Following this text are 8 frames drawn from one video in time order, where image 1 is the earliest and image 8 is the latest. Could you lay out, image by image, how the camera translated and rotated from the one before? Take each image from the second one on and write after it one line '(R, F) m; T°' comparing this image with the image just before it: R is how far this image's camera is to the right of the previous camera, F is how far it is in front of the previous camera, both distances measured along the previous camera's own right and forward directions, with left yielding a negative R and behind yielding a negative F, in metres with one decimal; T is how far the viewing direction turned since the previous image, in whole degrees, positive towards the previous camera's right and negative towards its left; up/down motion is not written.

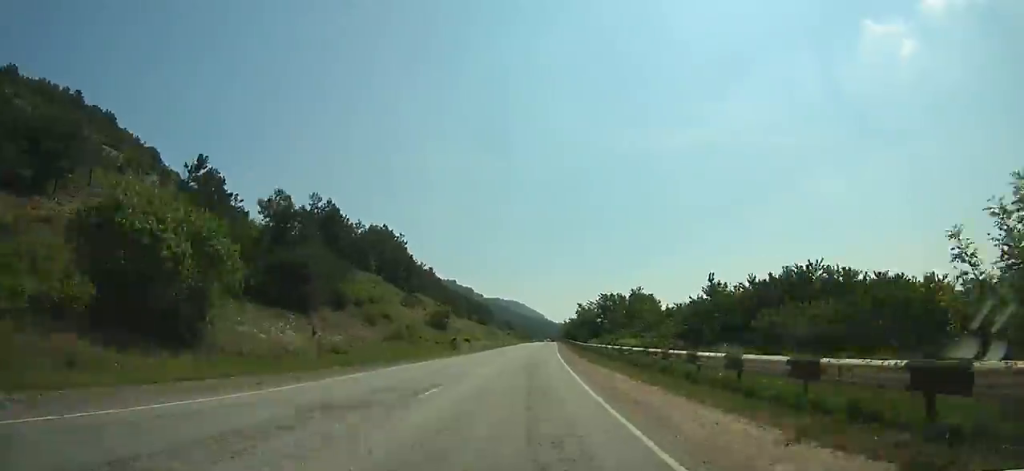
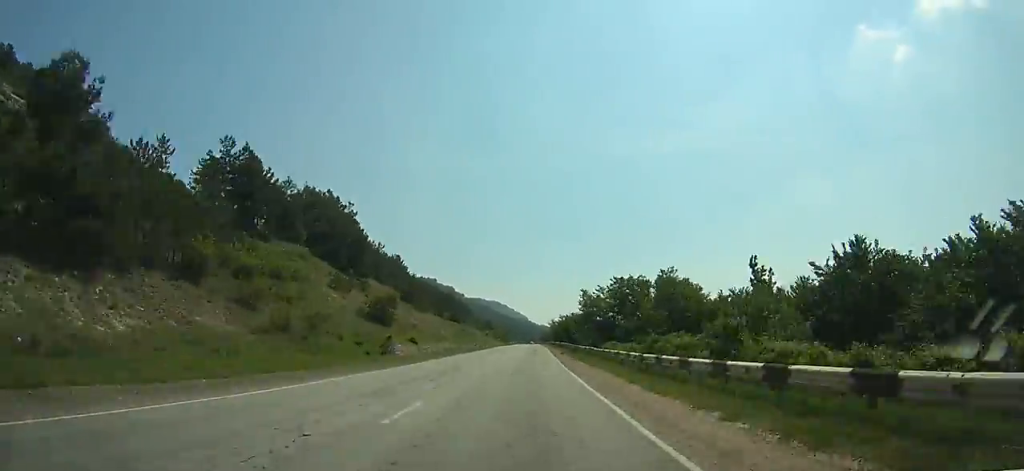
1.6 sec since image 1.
(+0.2, +28.6) m; +2°
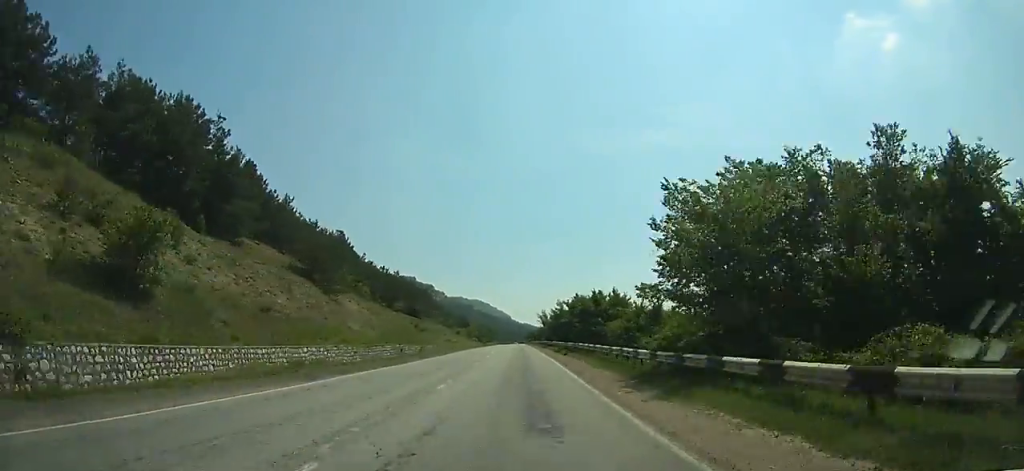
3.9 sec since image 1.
(+1.3, +41.5) m; +1°
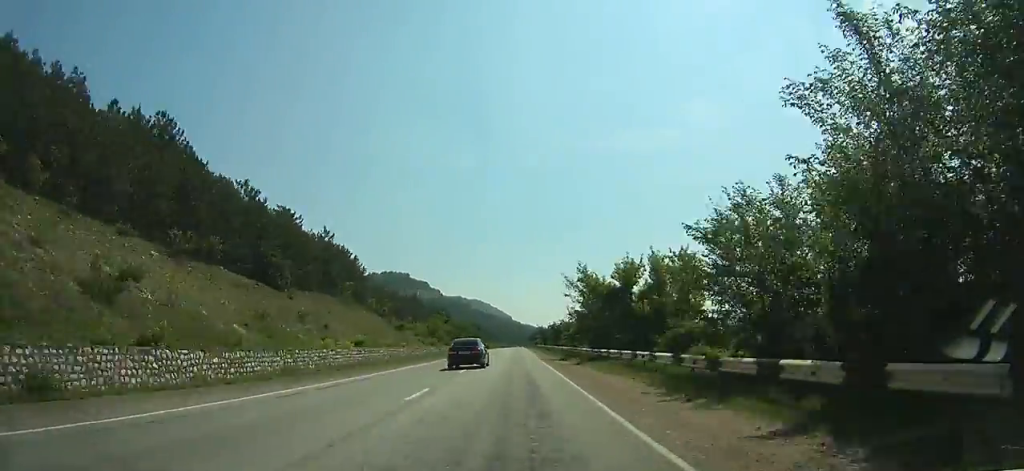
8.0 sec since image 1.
(+0.3, +74.3) m; 0°
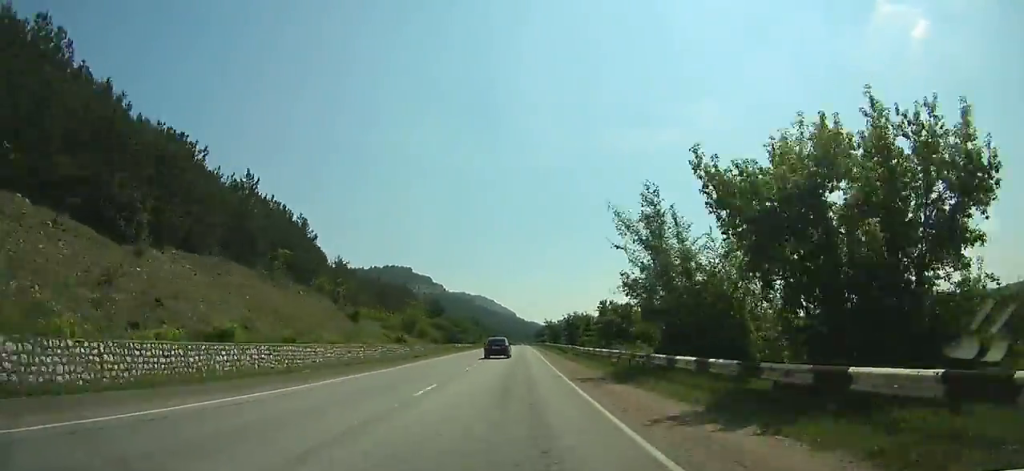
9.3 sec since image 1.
(0.0, +23.6) m; 0°
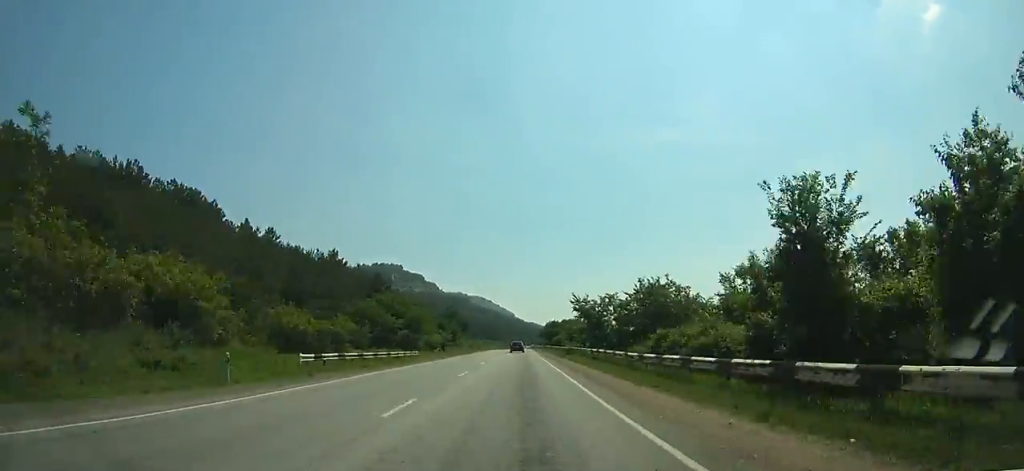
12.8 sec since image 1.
(-0.2, +63.6) m; 0°
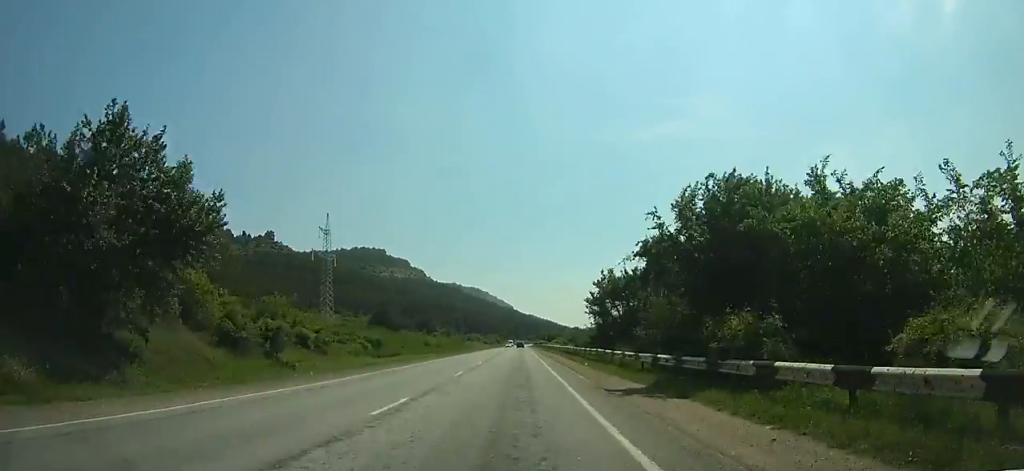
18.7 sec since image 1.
(+0.2, +107.7) m; 0°
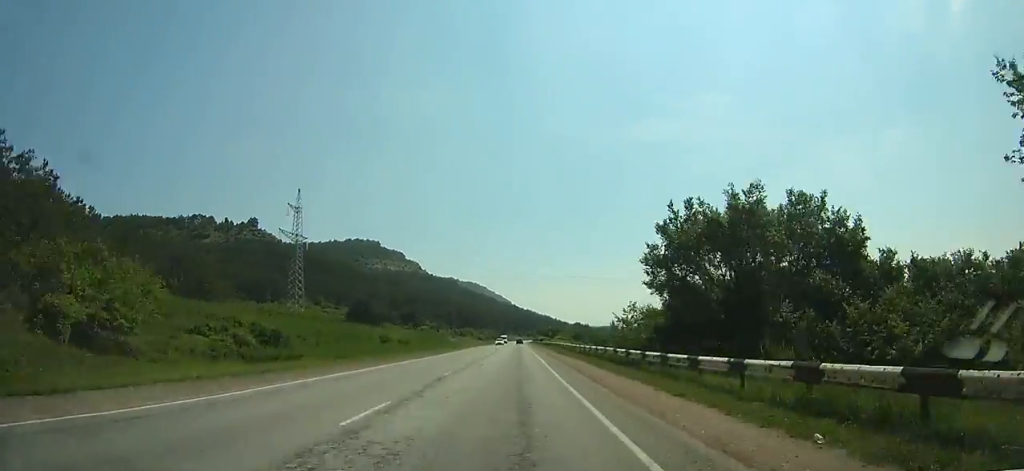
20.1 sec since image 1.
(0.0, +25.7) m; 0°
